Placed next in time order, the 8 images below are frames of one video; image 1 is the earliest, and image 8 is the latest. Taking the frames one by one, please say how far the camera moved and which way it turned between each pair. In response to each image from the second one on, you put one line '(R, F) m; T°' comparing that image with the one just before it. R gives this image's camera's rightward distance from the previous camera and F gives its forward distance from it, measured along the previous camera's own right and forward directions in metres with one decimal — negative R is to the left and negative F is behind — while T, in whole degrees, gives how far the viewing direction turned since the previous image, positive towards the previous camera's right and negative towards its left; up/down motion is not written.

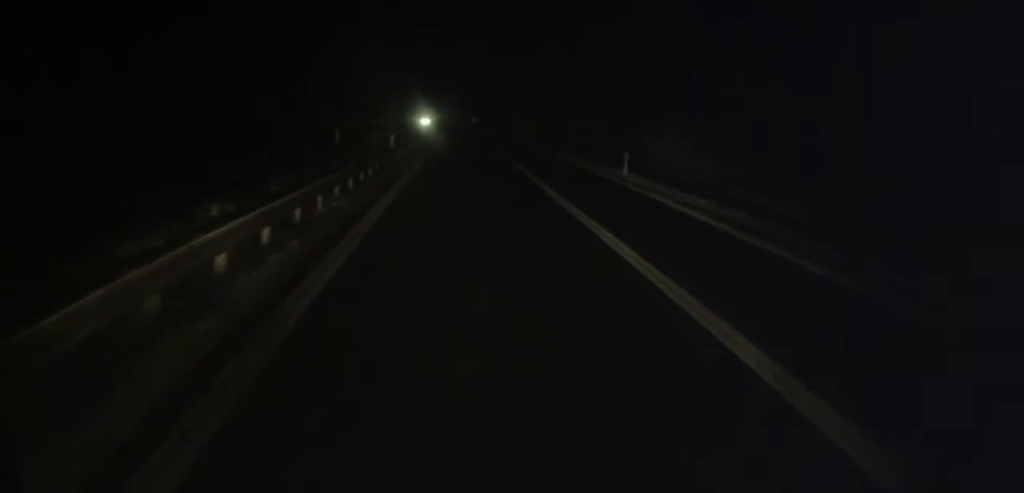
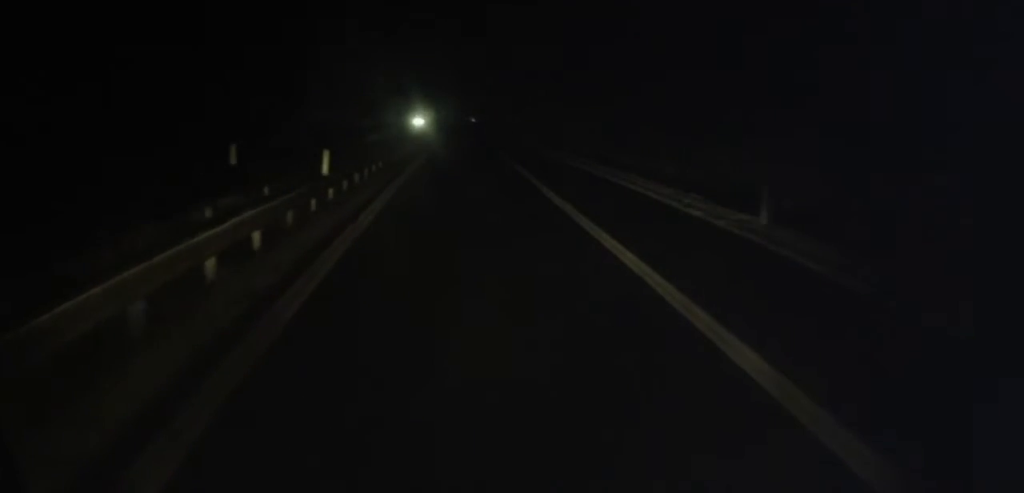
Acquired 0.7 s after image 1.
(+0.2, +11.8) m; +1°
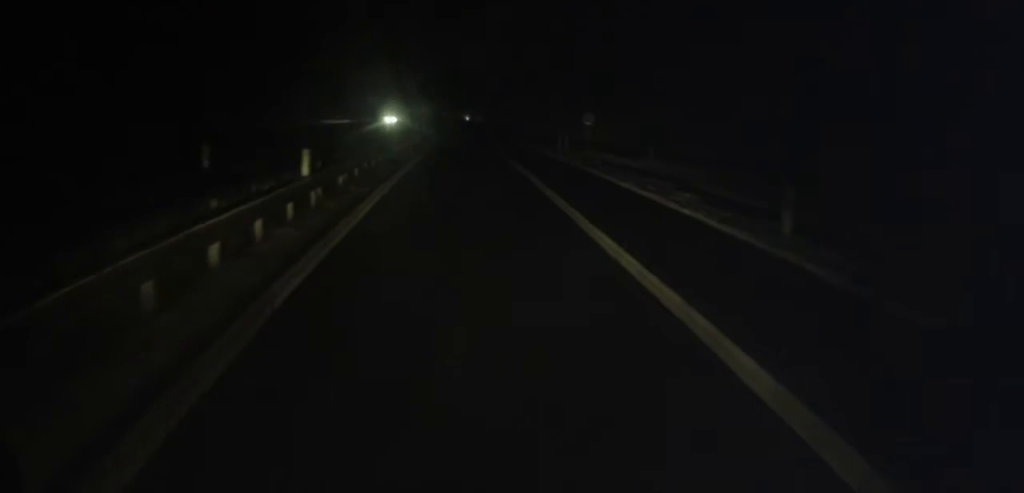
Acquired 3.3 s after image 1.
(-0.5, +48.6) m; -1°
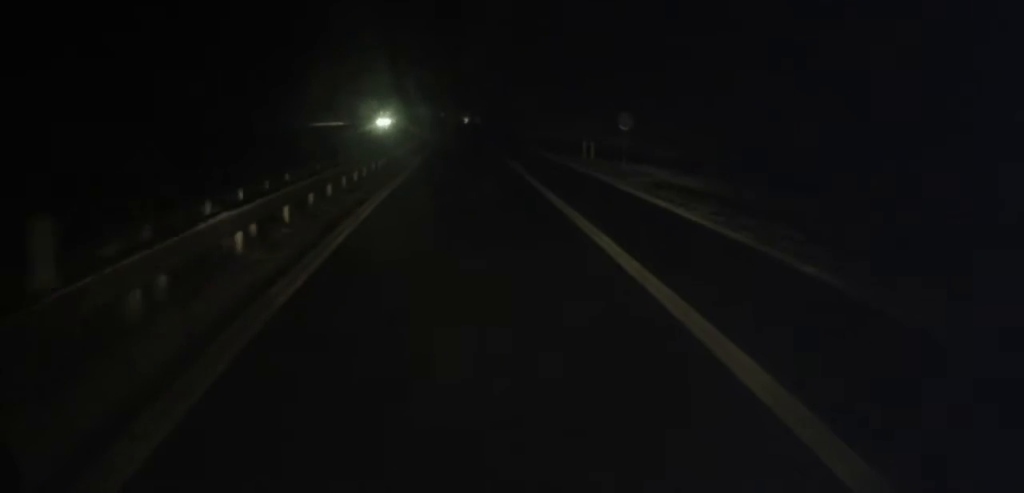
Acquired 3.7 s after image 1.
(+0.1, +8.3) m; 0°
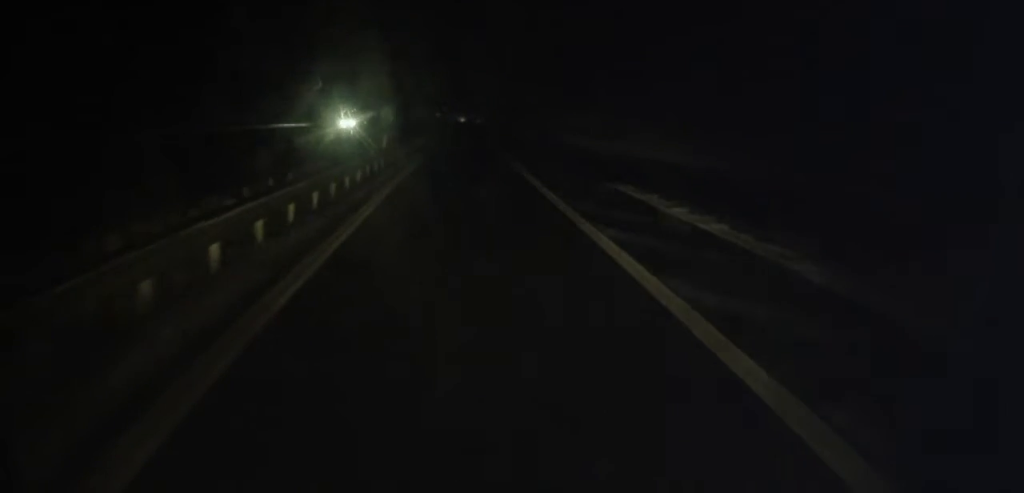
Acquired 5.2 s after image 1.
(0.0, +27.7) m; 0°
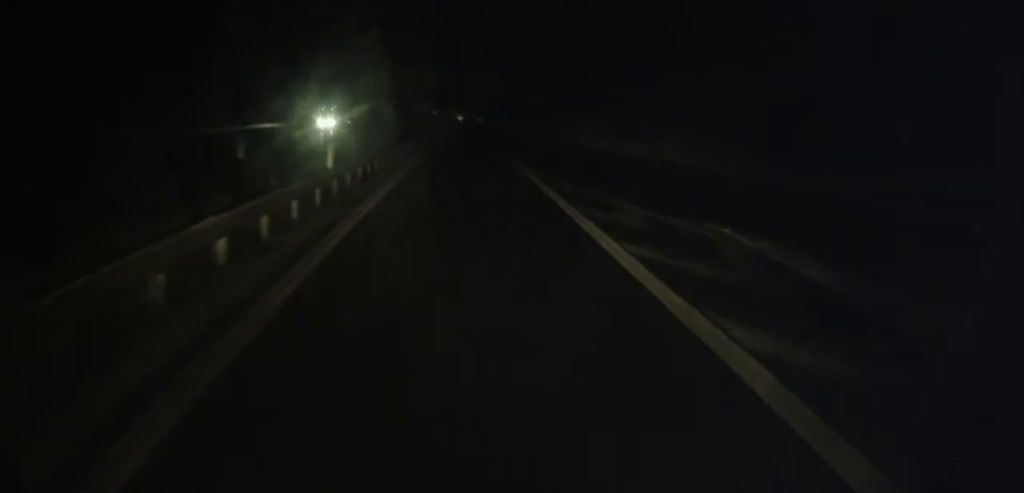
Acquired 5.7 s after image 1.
(0.0, +9.7) m; 0°
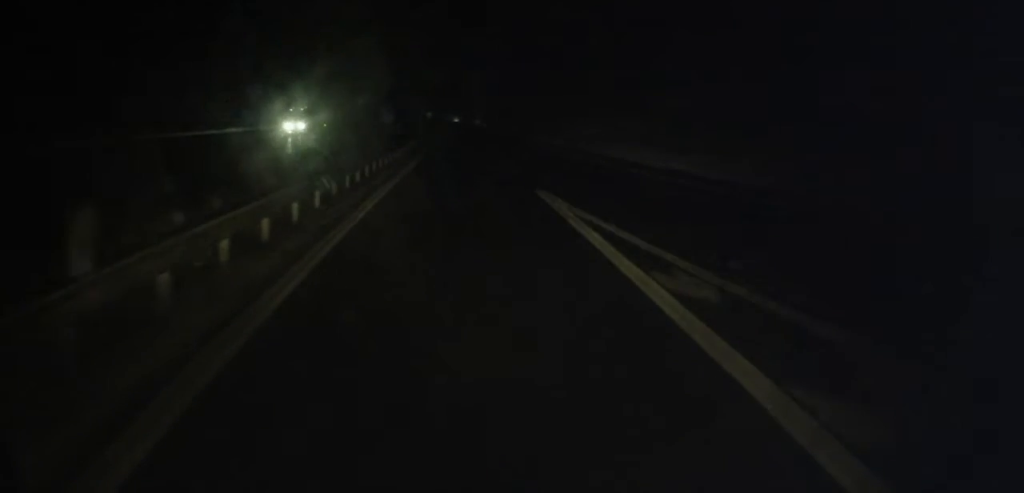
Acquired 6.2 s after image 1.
(+0.3, +9.8) m; 0°
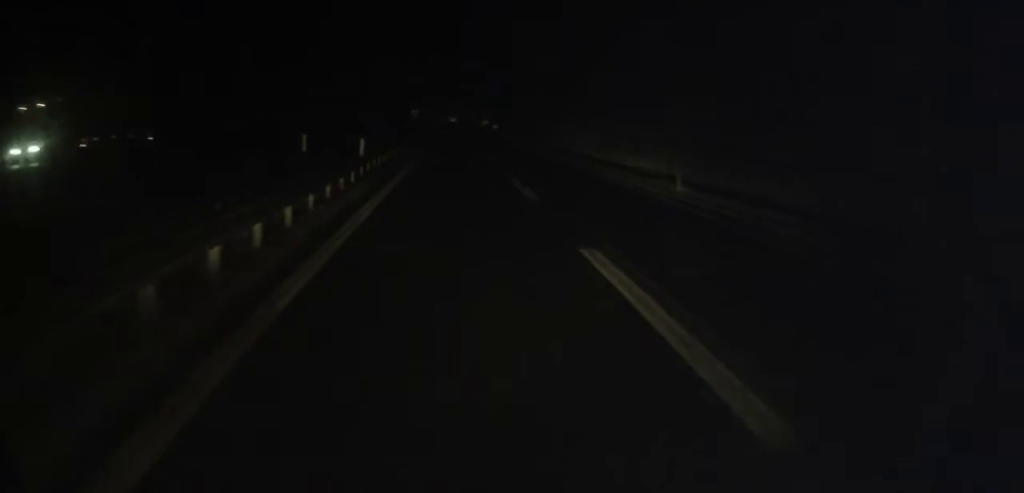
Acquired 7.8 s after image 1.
(-0.1, +32.4) m; 0°
